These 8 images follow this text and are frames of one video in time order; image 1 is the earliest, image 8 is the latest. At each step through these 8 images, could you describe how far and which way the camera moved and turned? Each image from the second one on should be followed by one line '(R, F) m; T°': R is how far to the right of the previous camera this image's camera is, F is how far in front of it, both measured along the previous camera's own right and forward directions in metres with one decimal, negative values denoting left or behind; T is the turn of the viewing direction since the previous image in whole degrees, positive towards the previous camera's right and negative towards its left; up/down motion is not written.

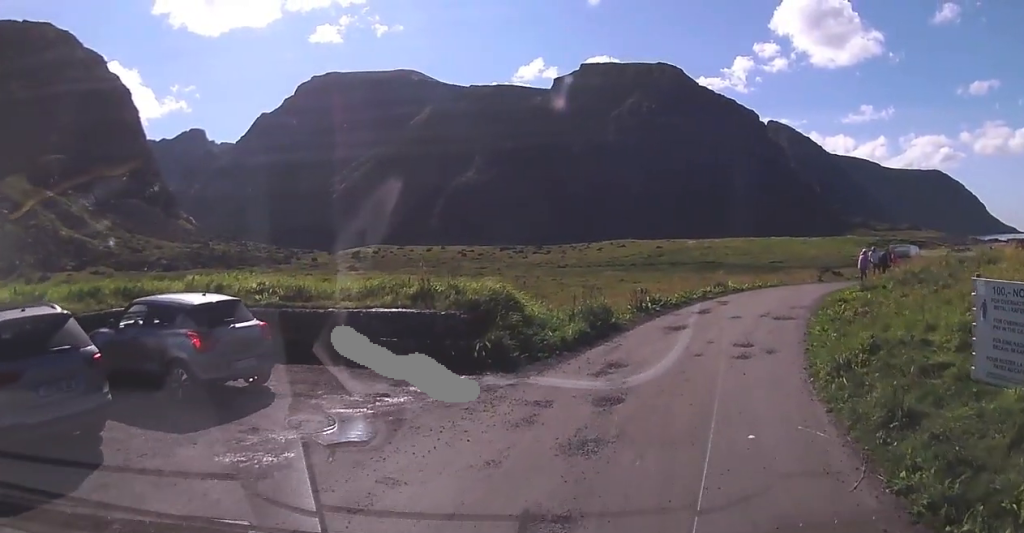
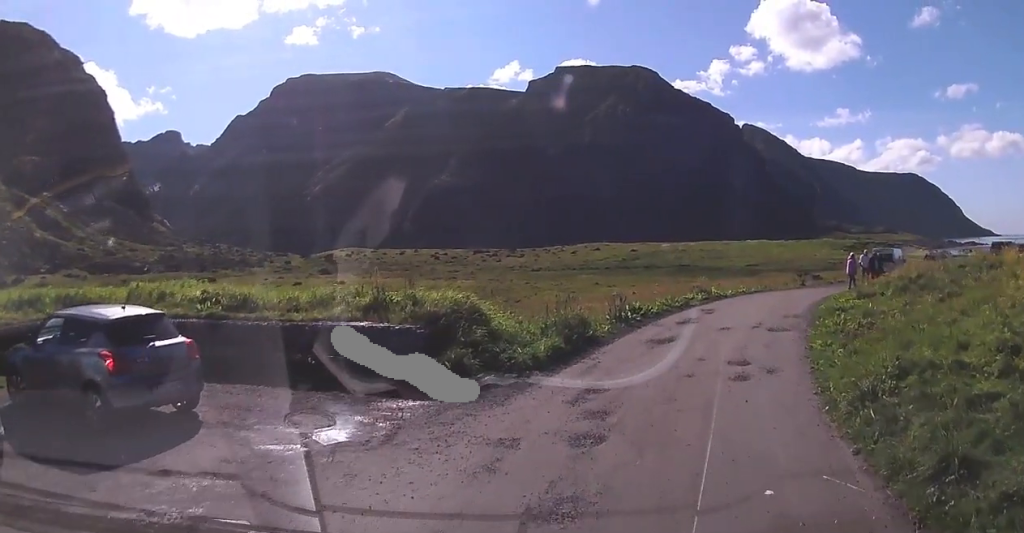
(+0.2, +1.8) m; +2°
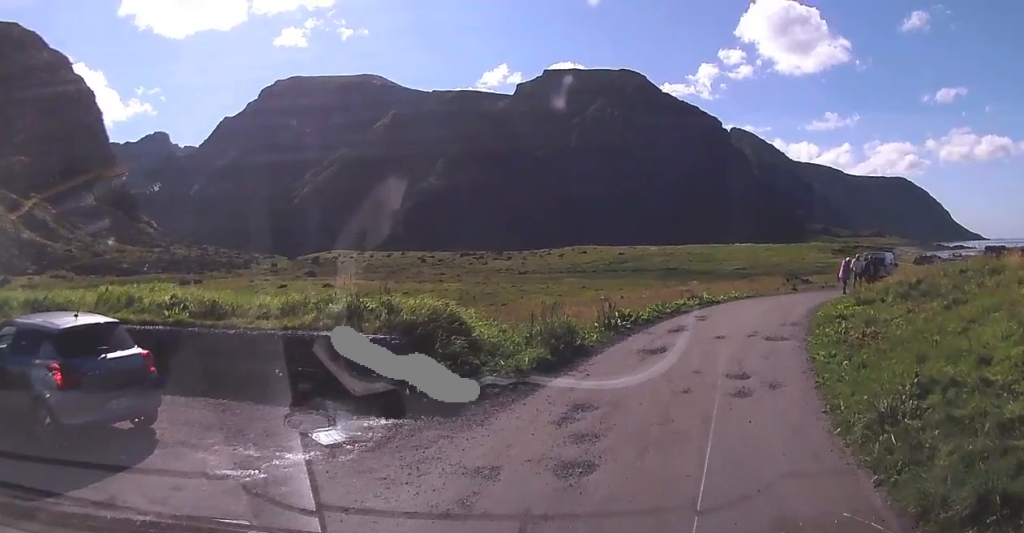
(+0.3, +0.5) m; 0°
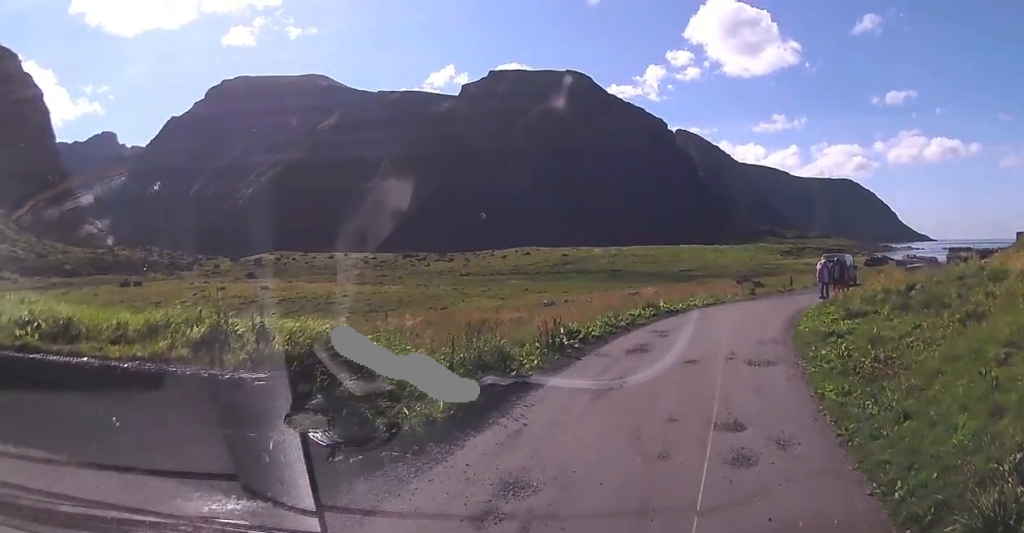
(0.0, +2.5) m; +4°
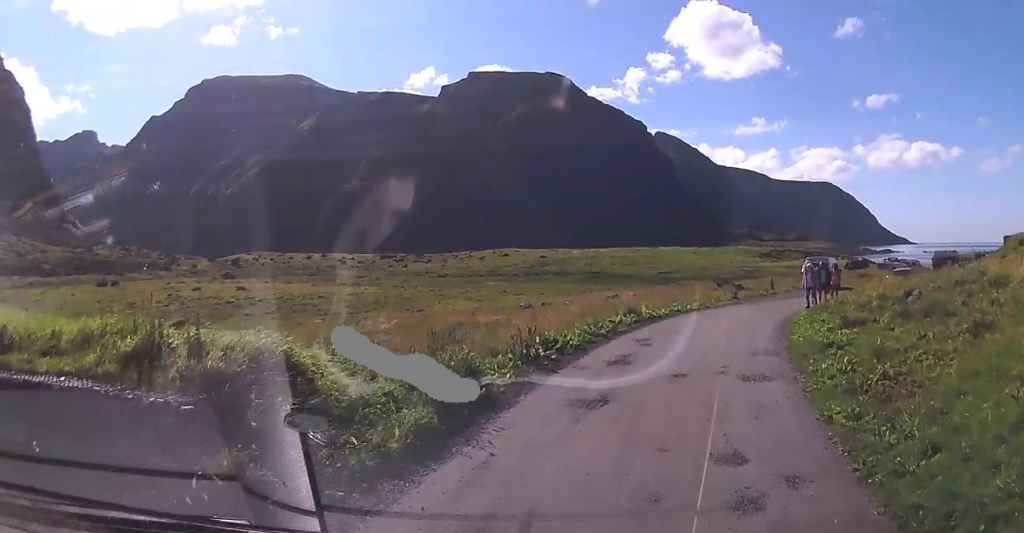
(0.0, +0.9) m; +4°
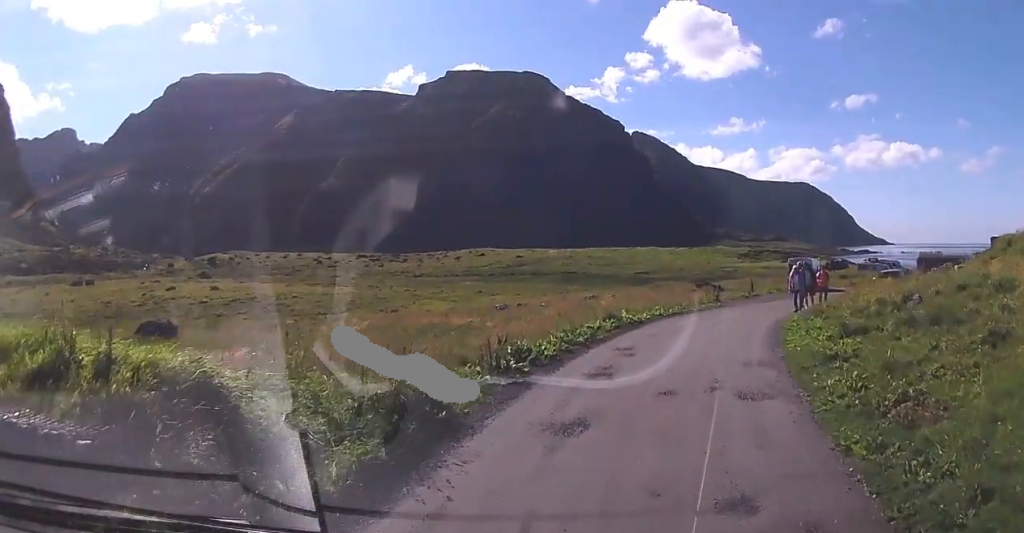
(0.0, +0.7) m; +3°
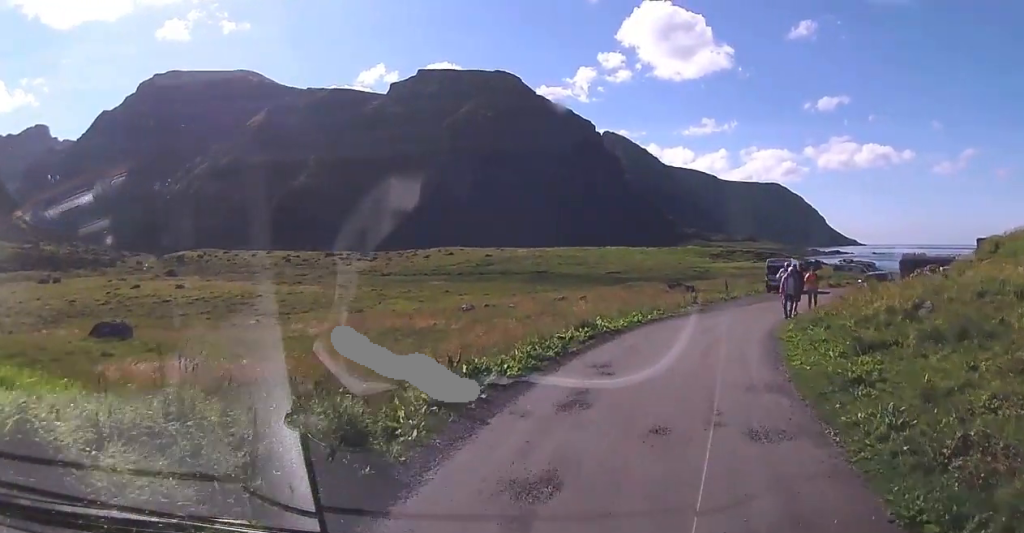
(+0.1, +1.3) m; +4°
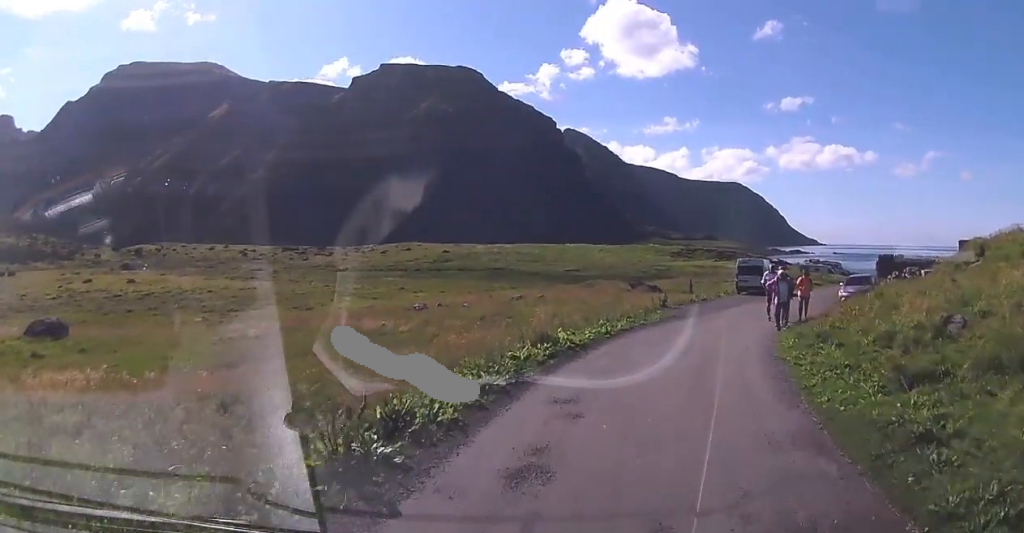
(+0.1, +2.0) m; +4°
